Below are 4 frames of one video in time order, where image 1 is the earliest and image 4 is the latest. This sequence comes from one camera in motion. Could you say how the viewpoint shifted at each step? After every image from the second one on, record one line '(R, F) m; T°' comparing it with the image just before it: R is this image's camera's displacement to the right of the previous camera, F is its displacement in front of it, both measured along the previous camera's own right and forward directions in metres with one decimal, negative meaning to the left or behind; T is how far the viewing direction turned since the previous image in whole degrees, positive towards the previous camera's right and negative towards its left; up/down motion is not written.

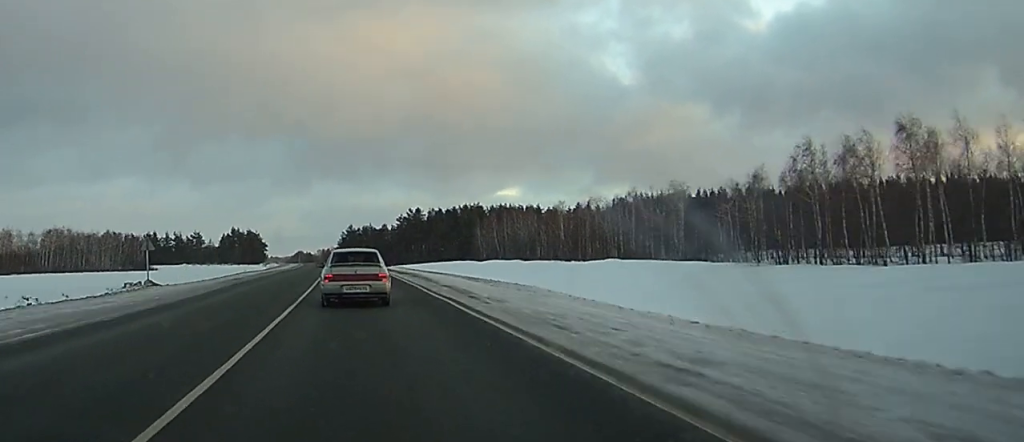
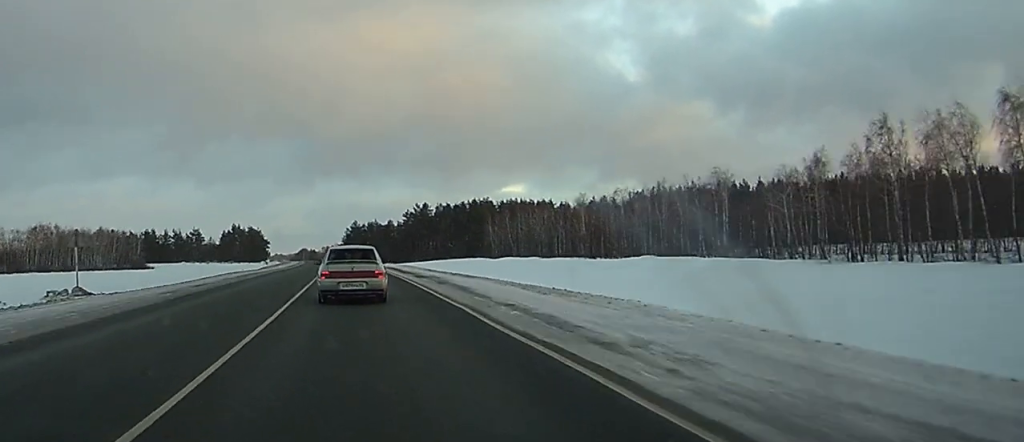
(0.0, +12.9) m; 0°
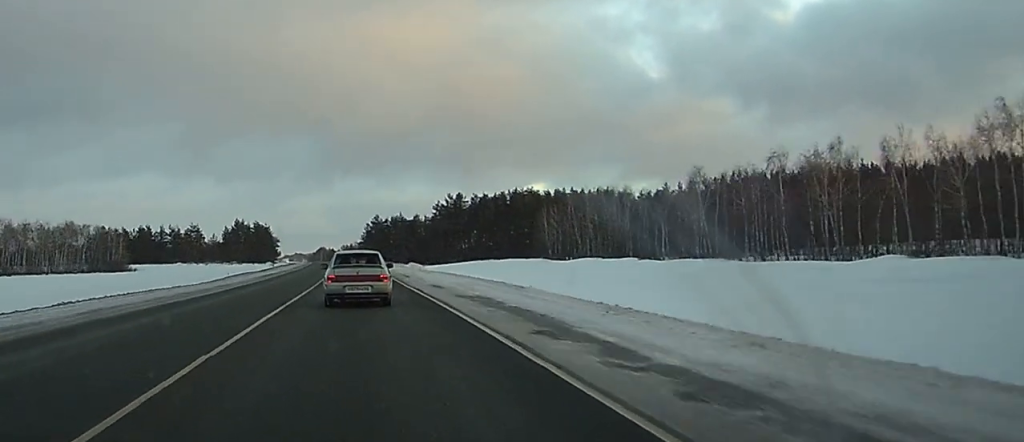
(-0.6, +47.6) m; -1°
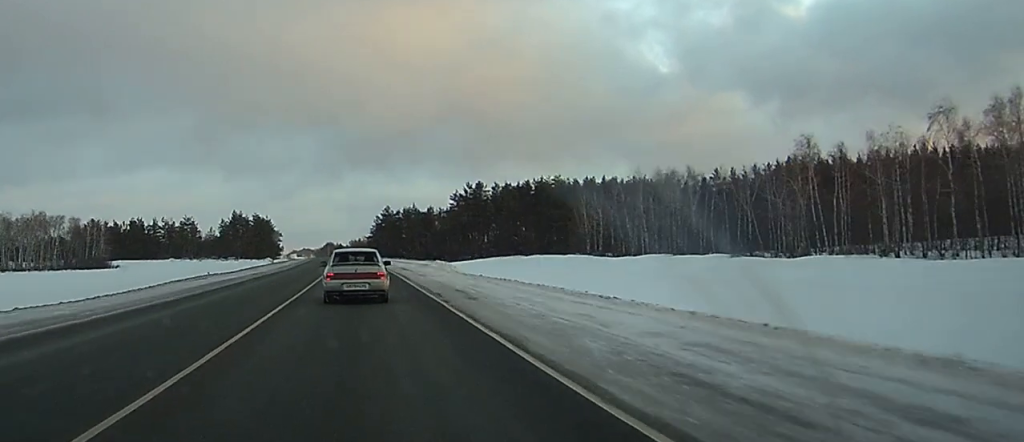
(0.0, +26.9) m; -1°
